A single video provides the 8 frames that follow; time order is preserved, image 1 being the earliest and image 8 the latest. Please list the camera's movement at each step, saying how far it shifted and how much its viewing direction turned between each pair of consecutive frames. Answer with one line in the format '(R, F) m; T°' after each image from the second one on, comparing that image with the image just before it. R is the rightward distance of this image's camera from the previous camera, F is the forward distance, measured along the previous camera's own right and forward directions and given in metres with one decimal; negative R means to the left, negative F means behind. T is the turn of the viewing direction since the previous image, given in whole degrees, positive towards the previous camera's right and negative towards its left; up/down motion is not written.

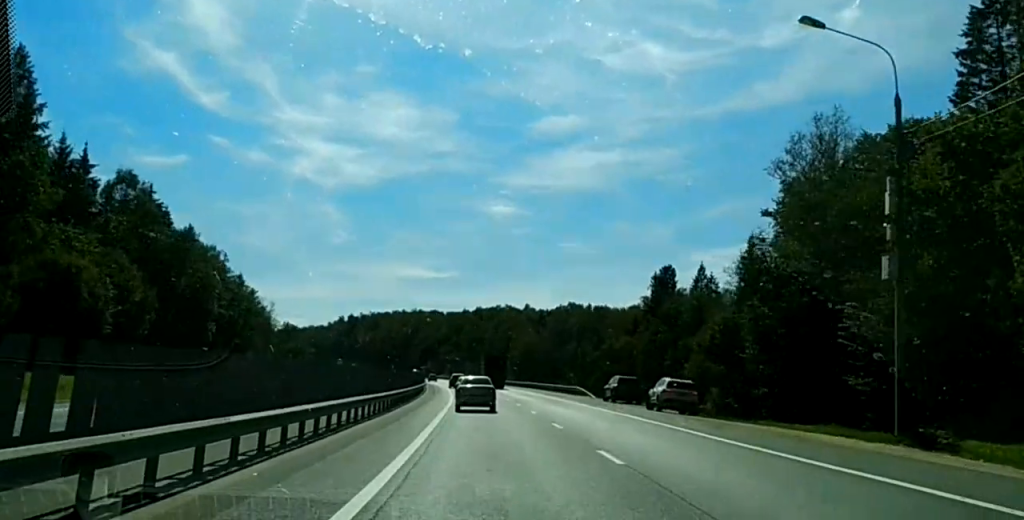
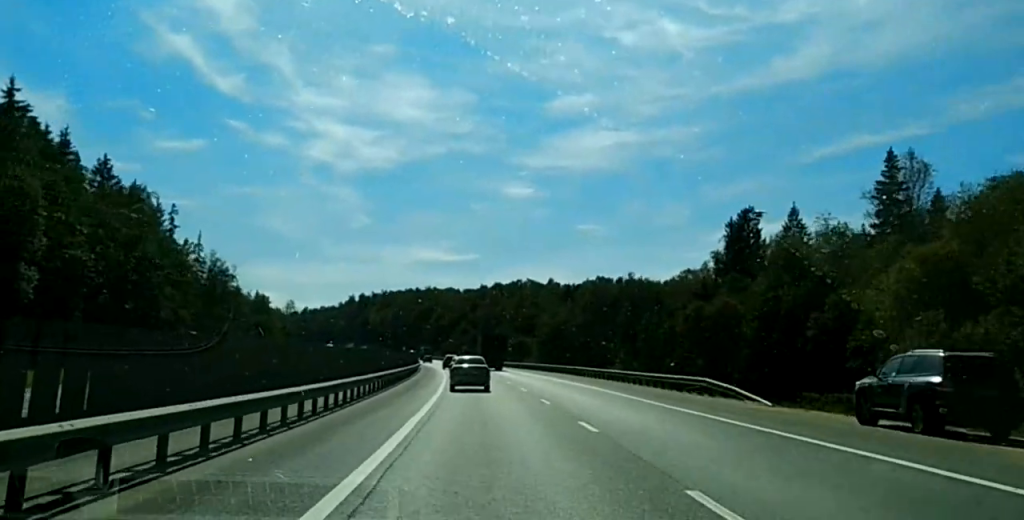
(-0.2, +43.4) m; 0°
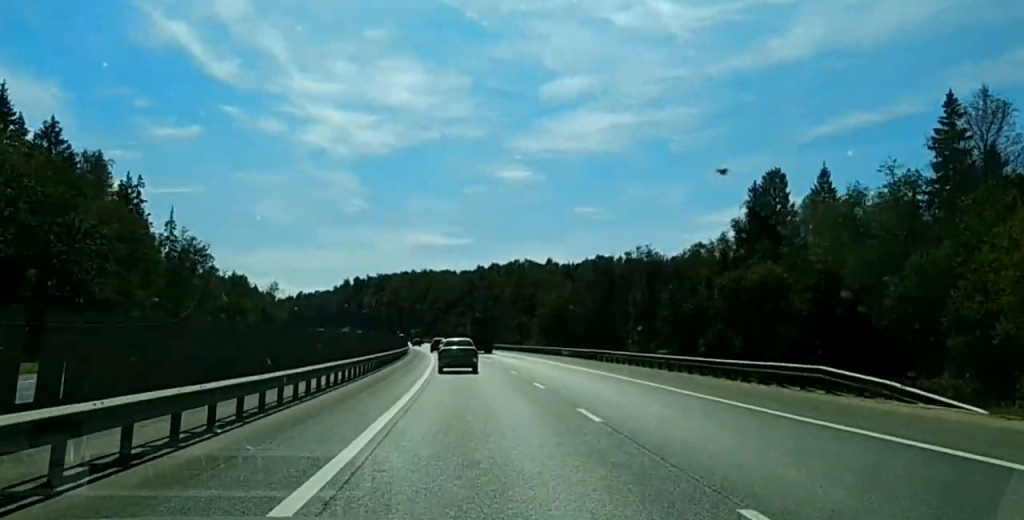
(0.0, +14.1) m; 0°
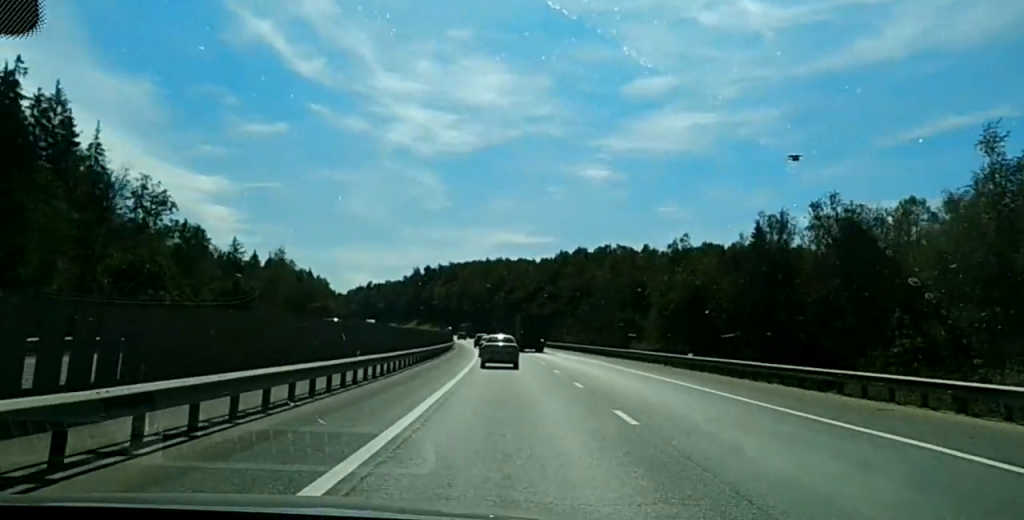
(-1.3, +59.5) m; -3°
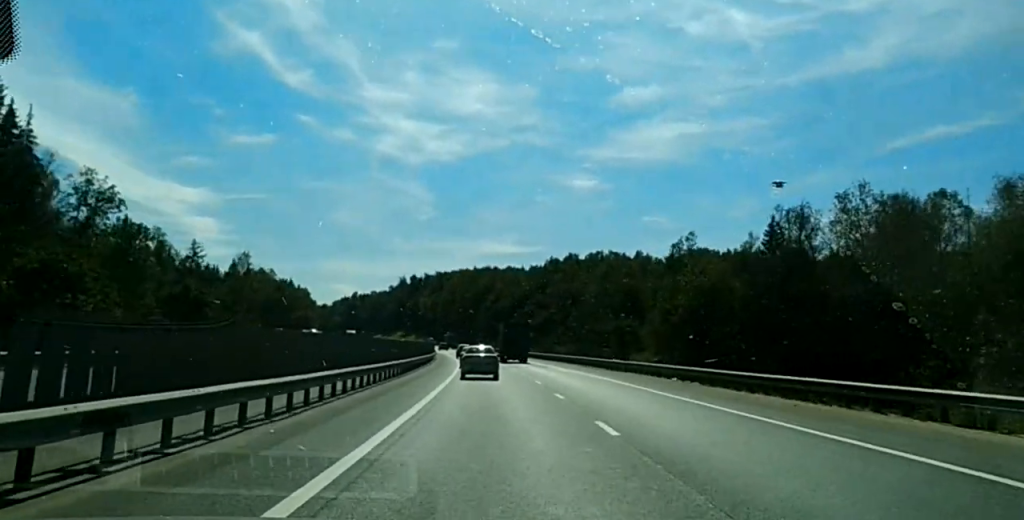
(0.0, +12.1) m; -1°
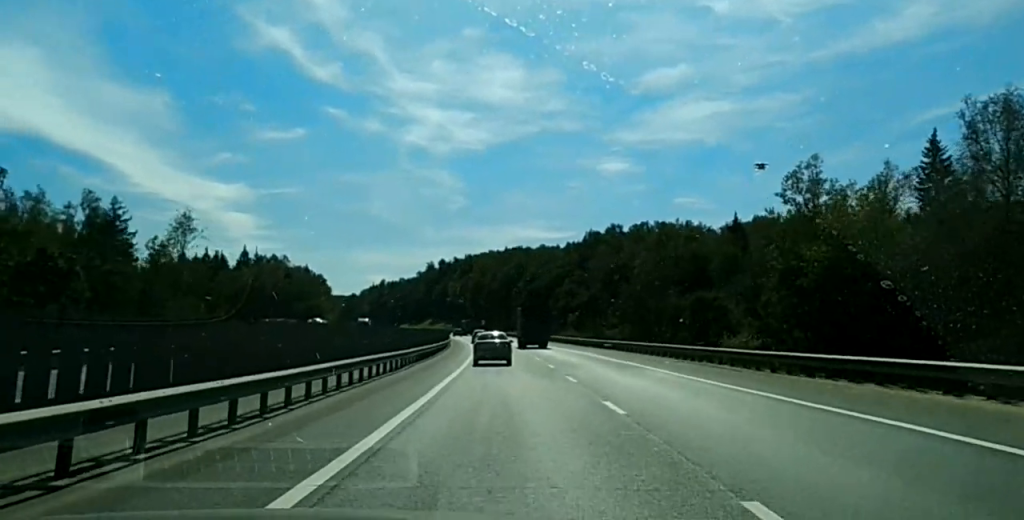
(-0.9, +35.6) m; -2°
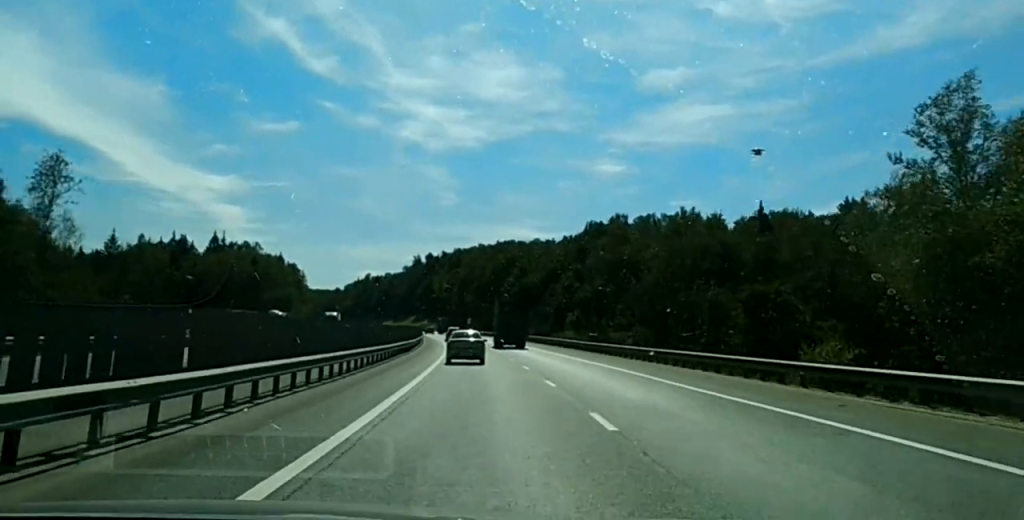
(+0.1, +26.9) m; 0°
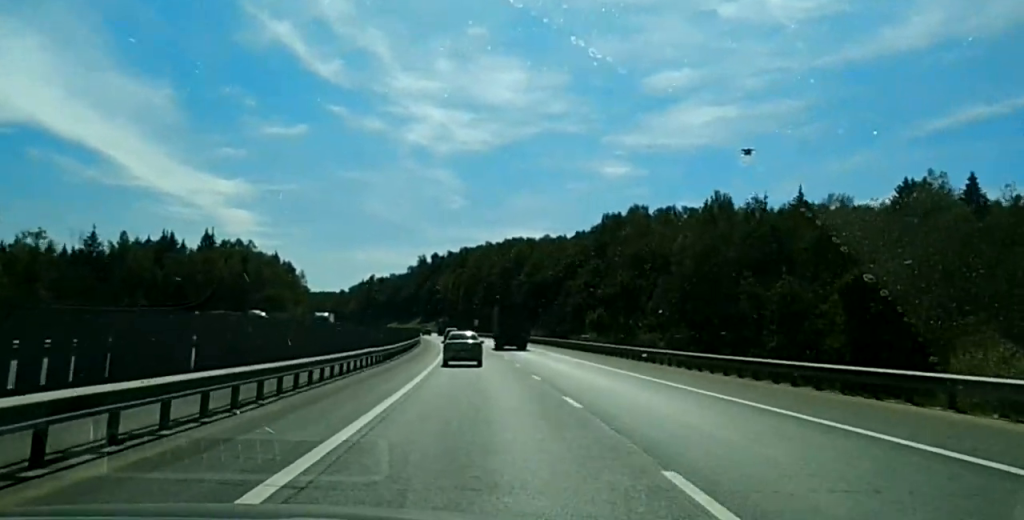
(0.0, +21.6) m; 0°
